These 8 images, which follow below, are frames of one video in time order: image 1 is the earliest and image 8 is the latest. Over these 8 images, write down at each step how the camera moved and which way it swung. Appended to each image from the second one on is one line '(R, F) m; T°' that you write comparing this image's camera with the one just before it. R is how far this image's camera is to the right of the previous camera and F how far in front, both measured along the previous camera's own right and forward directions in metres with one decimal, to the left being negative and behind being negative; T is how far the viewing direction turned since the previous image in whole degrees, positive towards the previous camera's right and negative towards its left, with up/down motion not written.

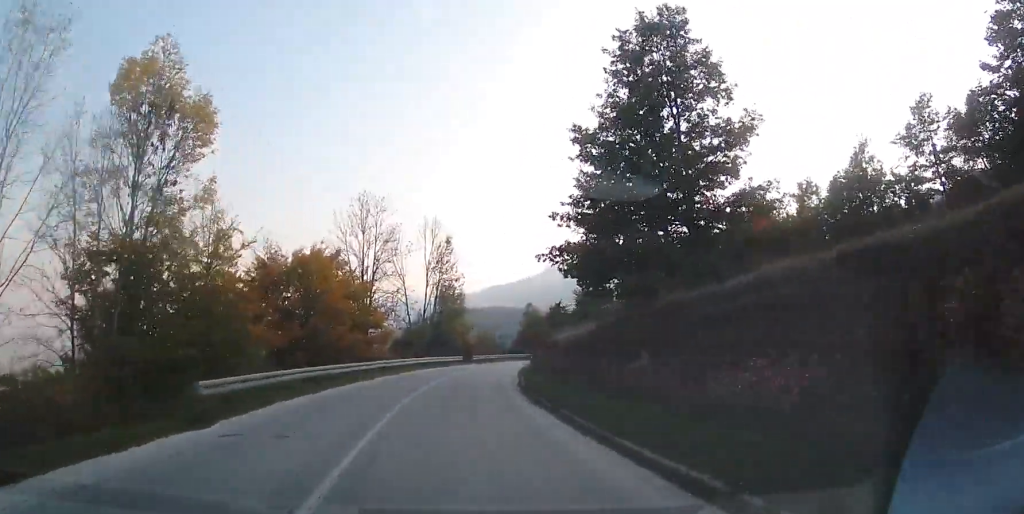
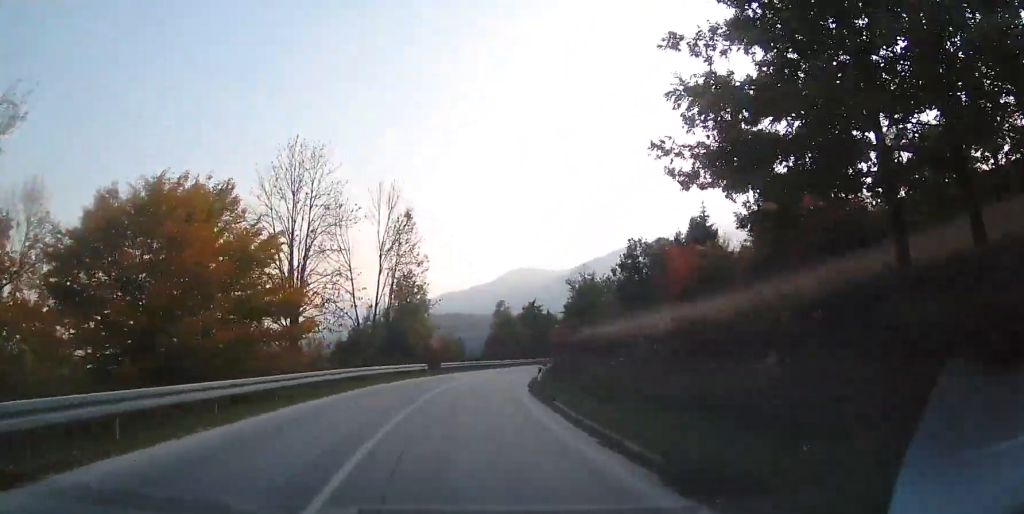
(+0.3, +15.4) m; +3°
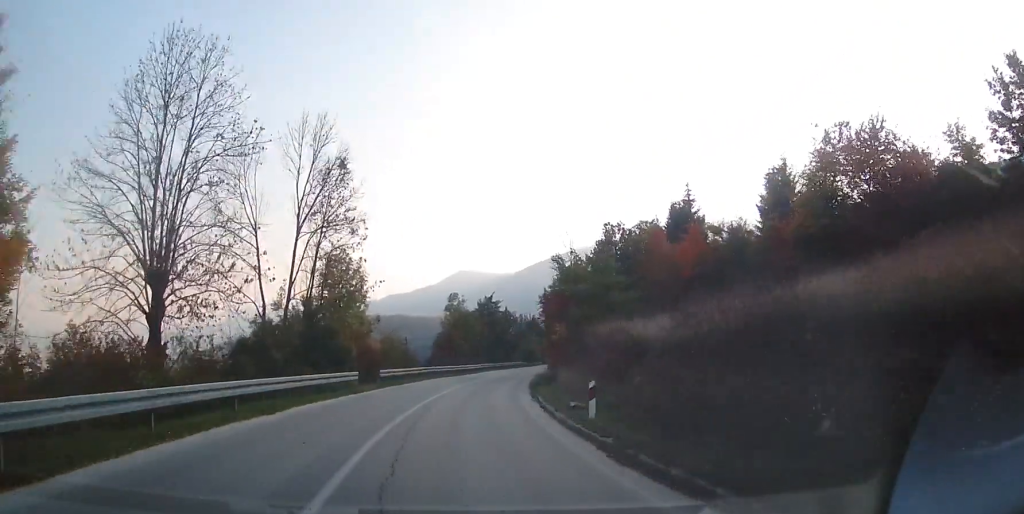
(+0.7, +14.8) m; +2°
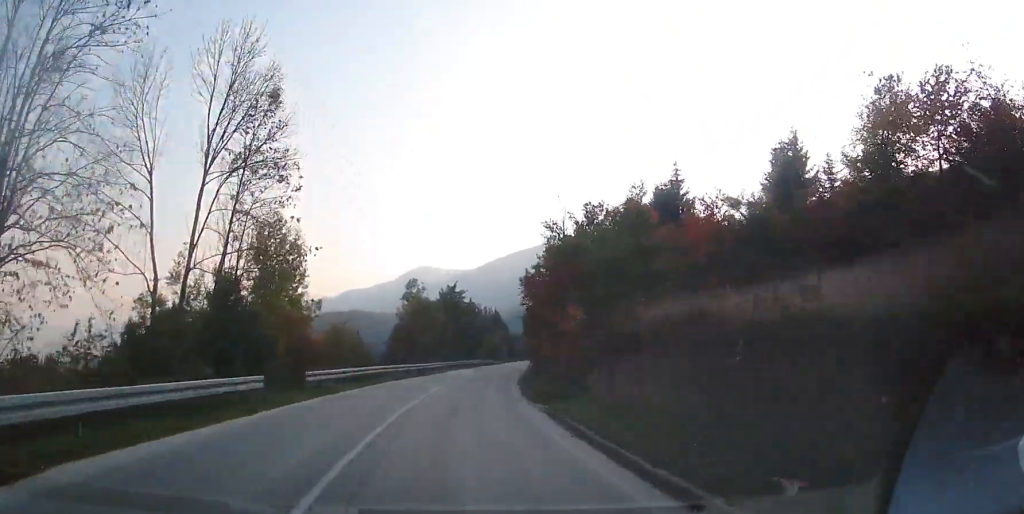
(-0.2, +10.0) m; +1°
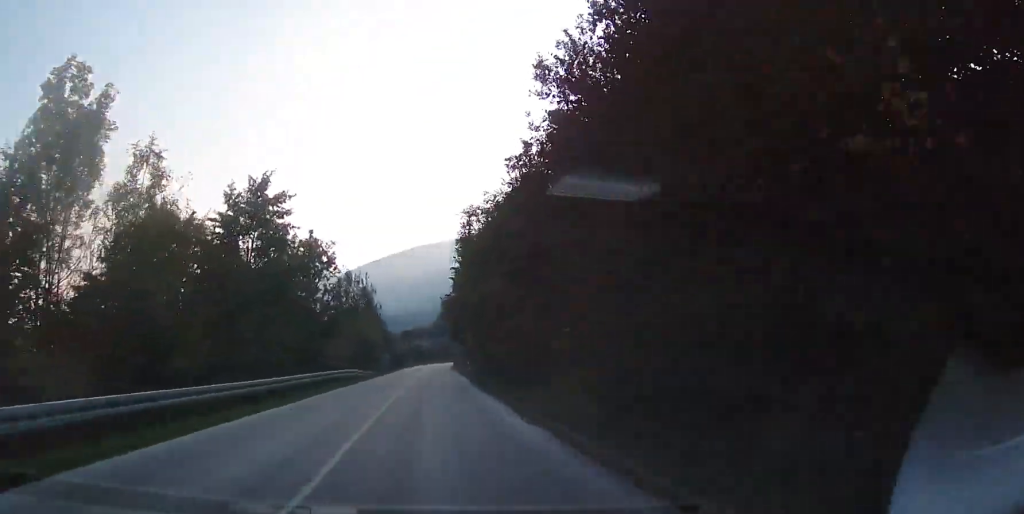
(+12.6, +47.3) m; +21°
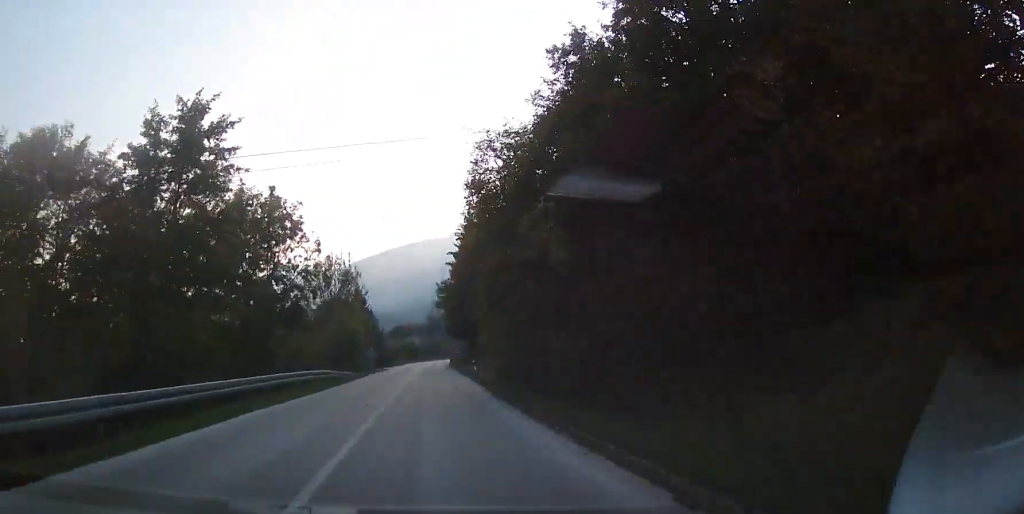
(-0.6, +9.8) m; -2°
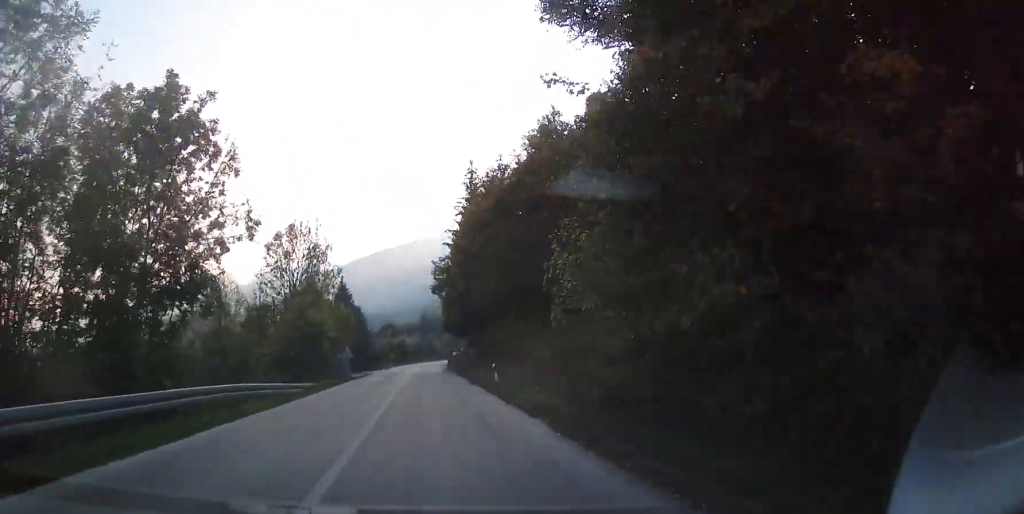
(+0.3, +13.3) m; +1°
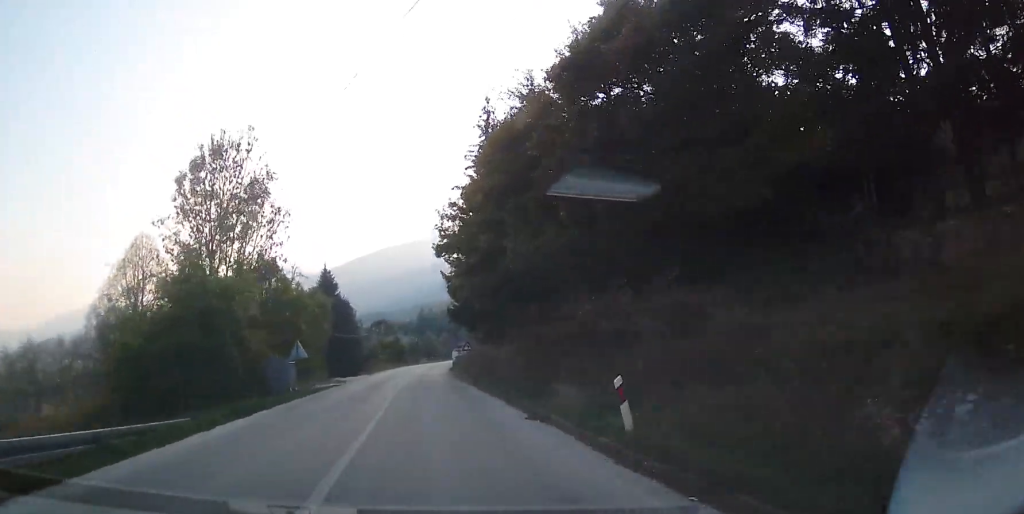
(-0.1, +15.5) m; 0°
